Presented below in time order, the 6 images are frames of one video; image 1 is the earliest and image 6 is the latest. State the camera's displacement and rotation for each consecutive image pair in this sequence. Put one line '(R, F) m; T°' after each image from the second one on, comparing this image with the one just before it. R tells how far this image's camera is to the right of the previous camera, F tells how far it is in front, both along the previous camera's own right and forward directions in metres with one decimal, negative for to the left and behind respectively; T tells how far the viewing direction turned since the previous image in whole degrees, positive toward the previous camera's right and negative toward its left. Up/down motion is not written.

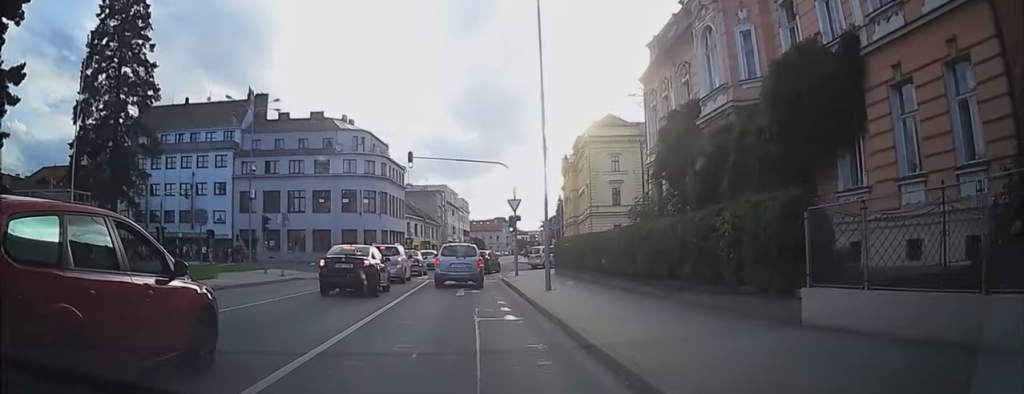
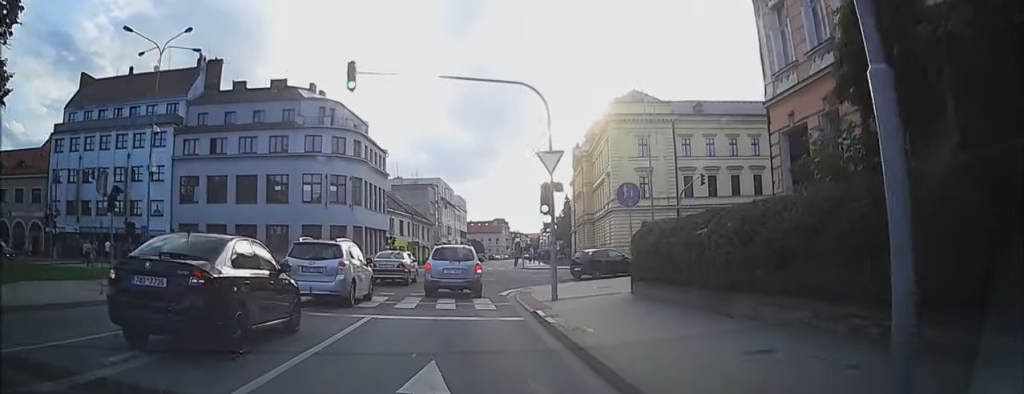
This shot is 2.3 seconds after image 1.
(+1.6, +21.7) m; +10°
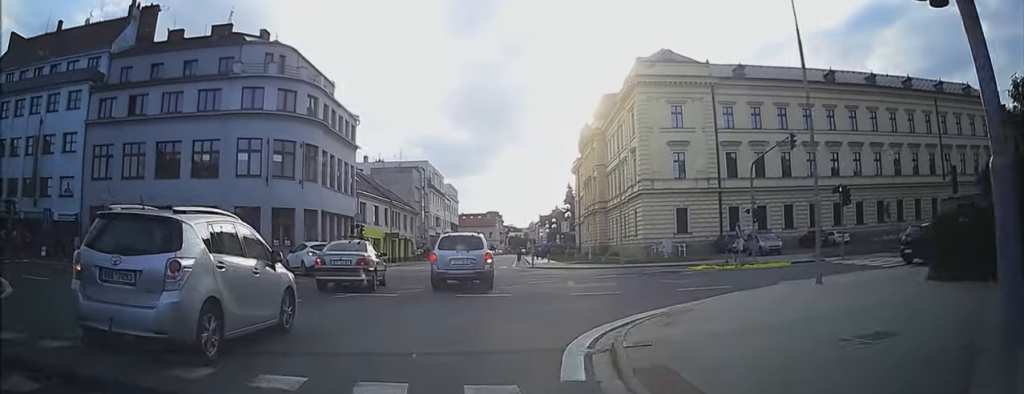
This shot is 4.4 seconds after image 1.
(-1.3, +16.1) m; -9°
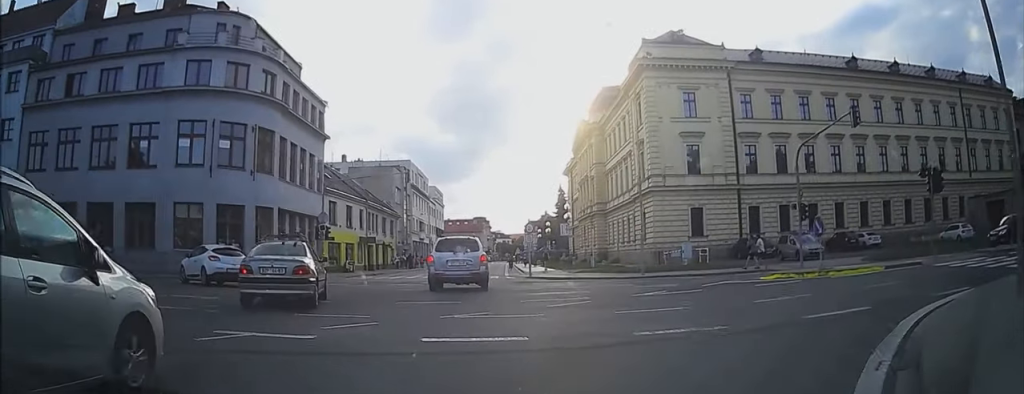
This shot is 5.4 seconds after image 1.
(-0.1, +8.1) m; -1°
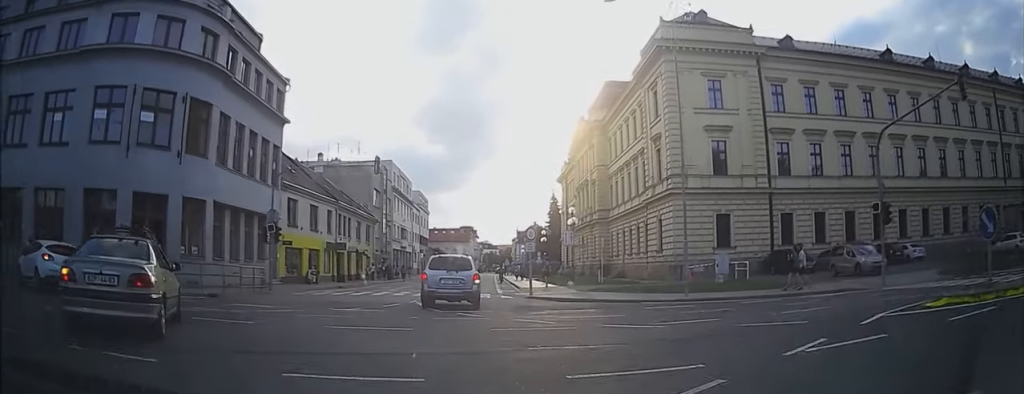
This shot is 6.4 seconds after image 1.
(0.0, +8.1) m; 0°
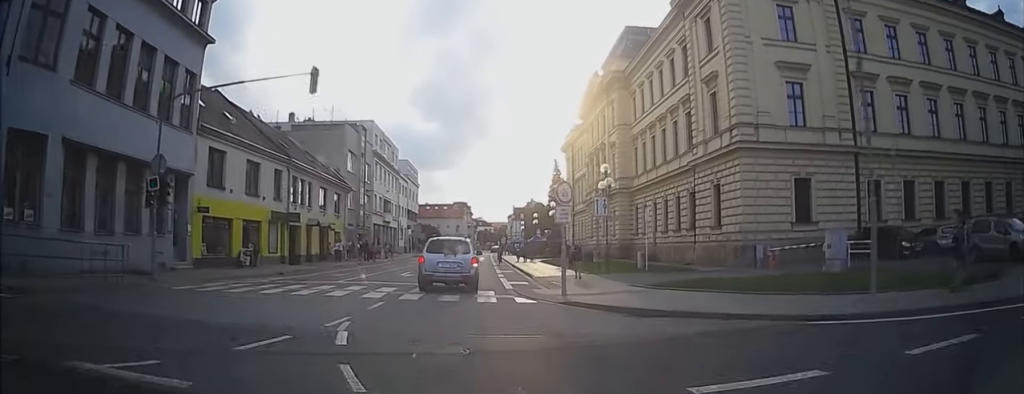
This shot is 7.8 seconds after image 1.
(+0.2, +12.1) m; +3°
